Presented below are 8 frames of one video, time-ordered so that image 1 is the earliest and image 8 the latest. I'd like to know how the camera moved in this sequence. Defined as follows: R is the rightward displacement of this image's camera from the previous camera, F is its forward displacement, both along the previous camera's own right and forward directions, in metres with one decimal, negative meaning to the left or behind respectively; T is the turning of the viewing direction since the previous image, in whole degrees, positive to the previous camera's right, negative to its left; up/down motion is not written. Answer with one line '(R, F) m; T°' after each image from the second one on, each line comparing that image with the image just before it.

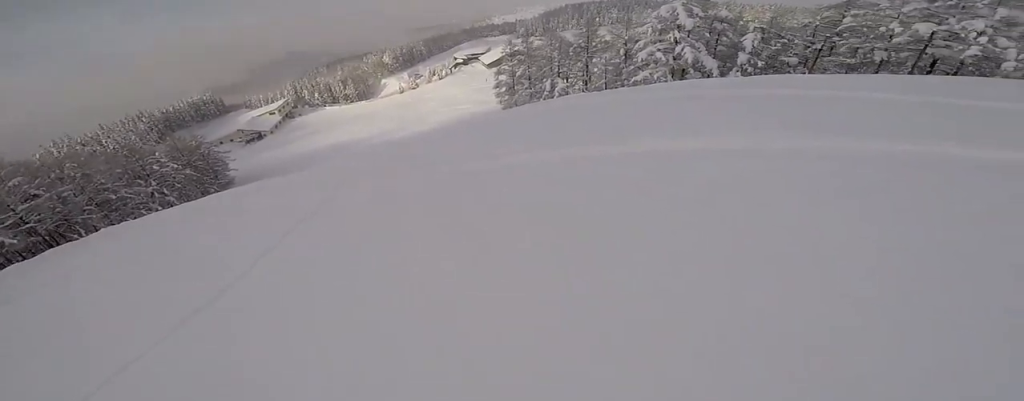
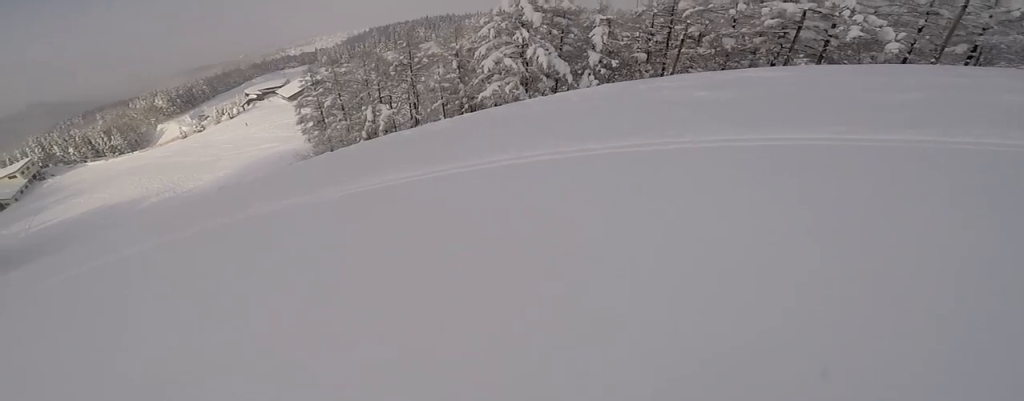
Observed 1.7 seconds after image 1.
(+3.2, +8.6) m; +5°
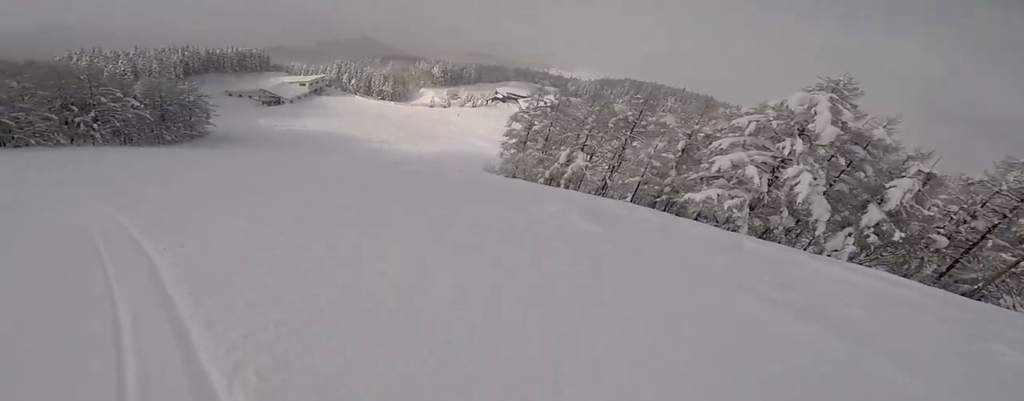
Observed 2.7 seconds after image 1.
(-1.3, +6.1) m; -29°
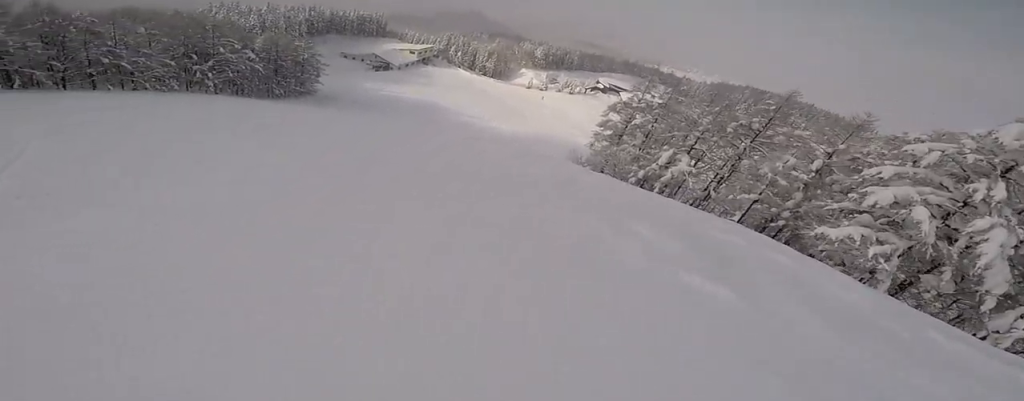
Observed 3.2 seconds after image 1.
(0.0, +3.2) m; -16°
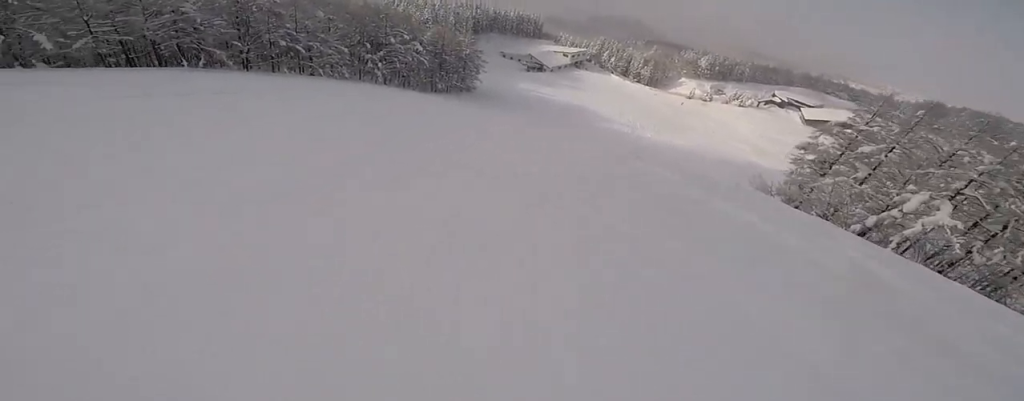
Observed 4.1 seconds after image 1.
(-2.1, +6.2) m; -23°
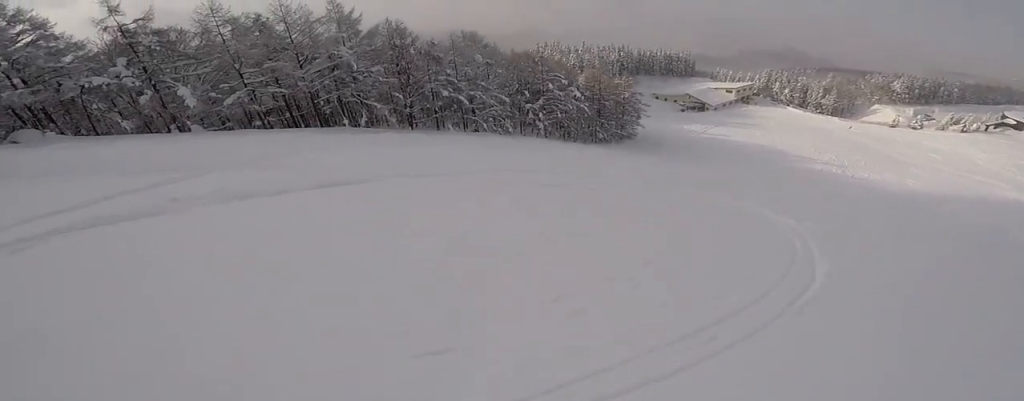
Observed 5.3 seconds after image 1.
(-0.2, +10.3) m; +10°
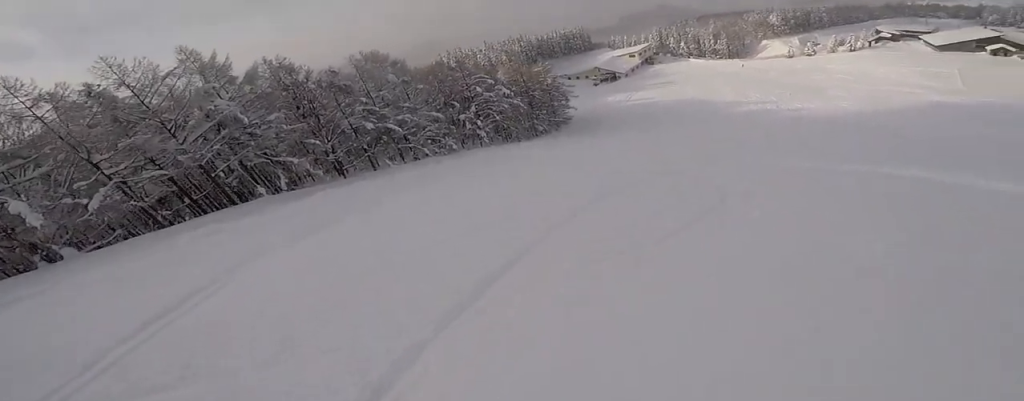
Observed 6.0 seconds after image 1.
(+0.6, +5.8) m; +13°
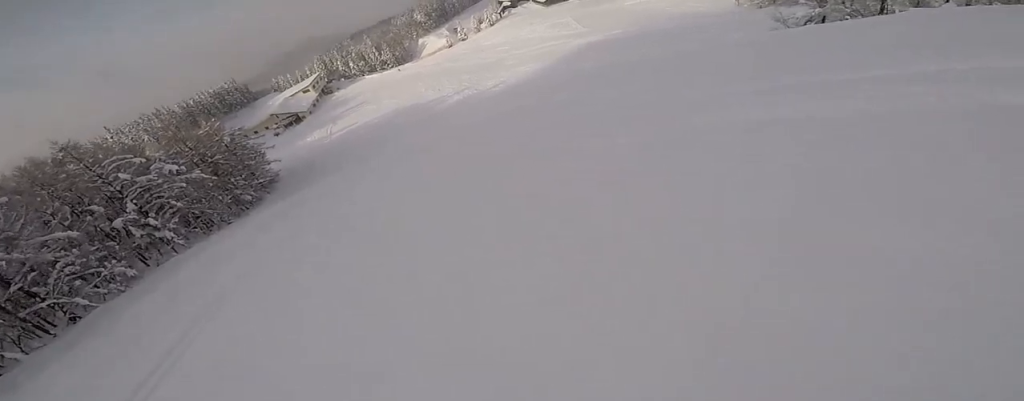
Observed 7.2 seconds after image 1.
(+3.0, +11.5) m; +39°
